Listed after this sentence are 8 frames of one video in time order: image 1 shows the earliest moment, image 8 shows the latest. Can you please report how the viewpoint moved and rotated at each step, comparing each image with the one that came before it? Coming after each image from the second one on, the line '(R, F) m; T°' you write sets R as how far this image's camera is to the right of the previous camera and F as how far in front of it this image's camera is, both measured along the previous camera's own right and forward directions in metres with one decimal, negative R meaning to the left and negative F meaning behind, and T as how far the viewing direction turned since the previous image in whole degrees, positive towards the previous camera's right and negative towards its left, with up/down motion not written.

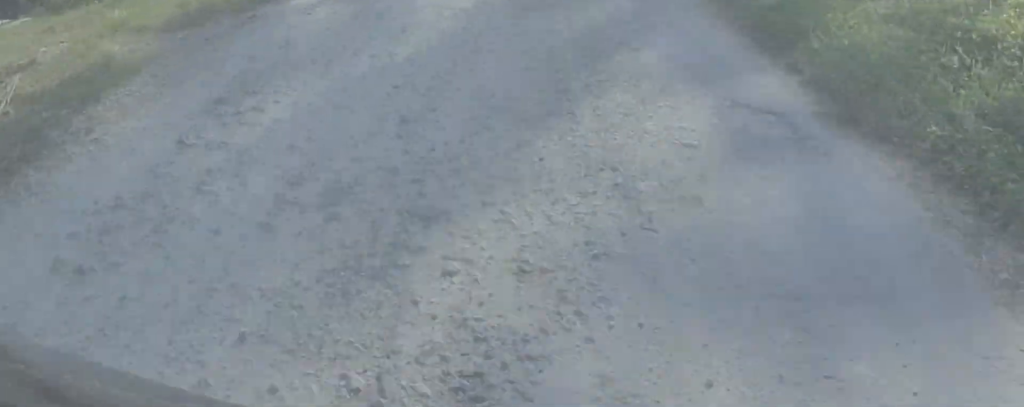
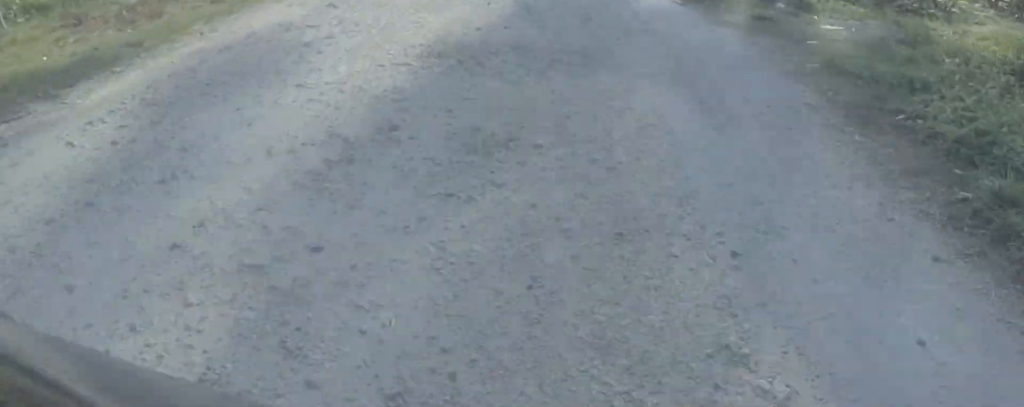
(0.0, +3.4) m; 0°
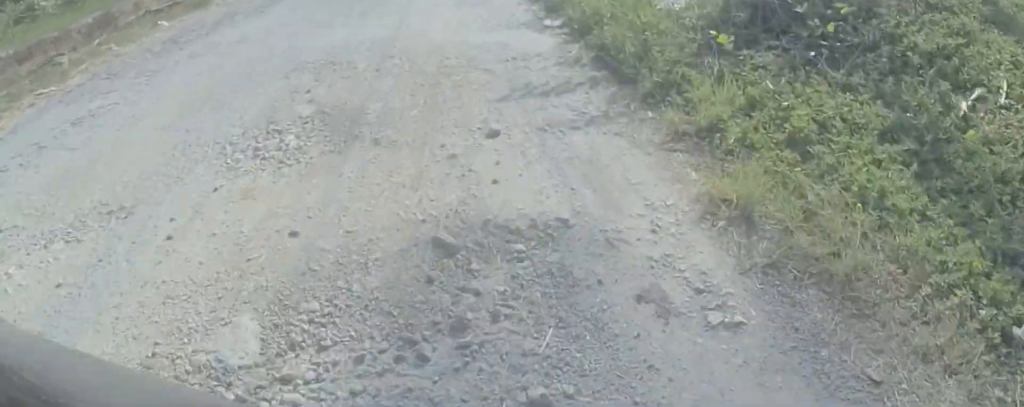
(0.0, +6.9) m; 0°
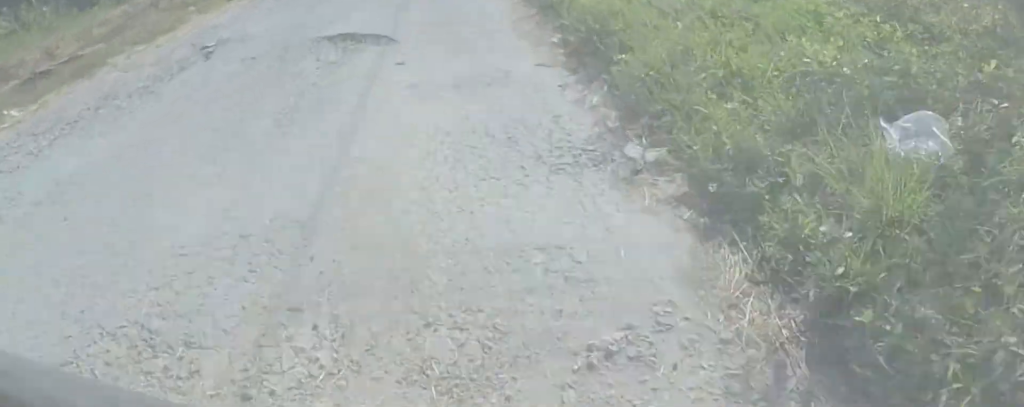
(0.0, +3.1) m; 0°
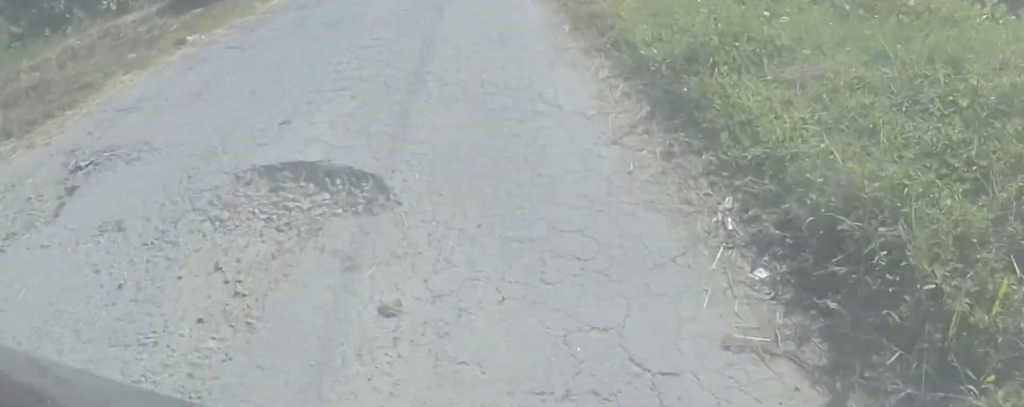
(0.0, +3.0) m; 0°
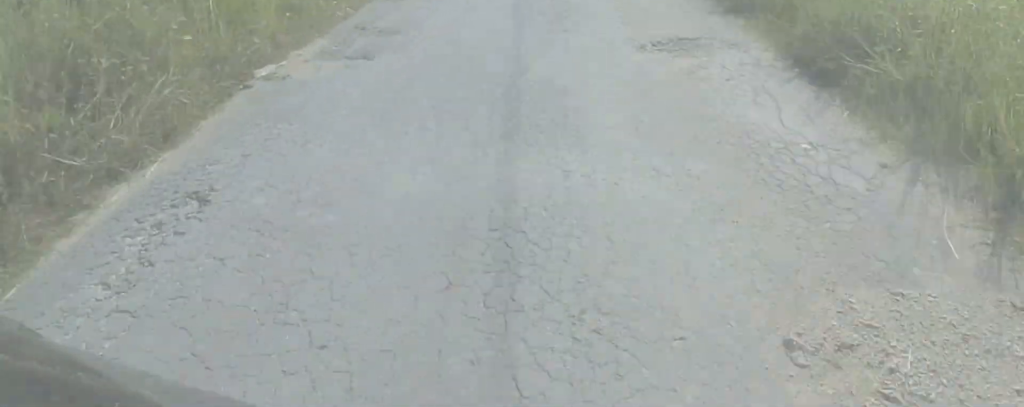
(0.0, +18.7) m; 0°
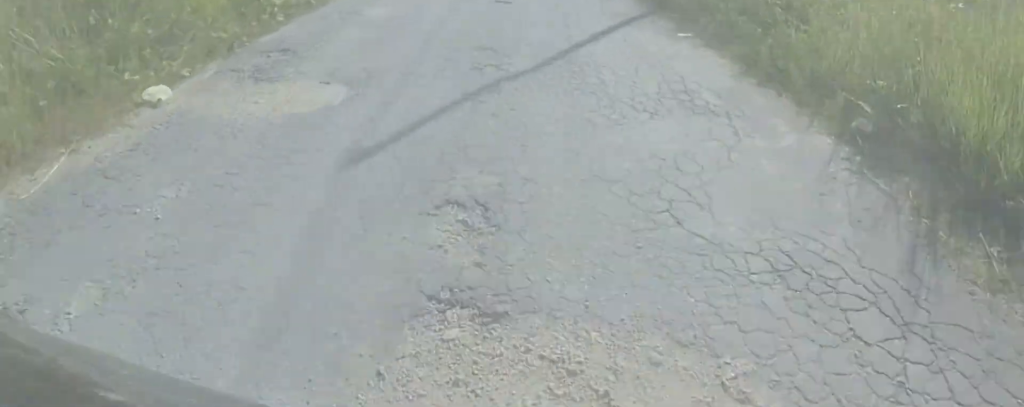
(0.0, +7.3) m; 0°
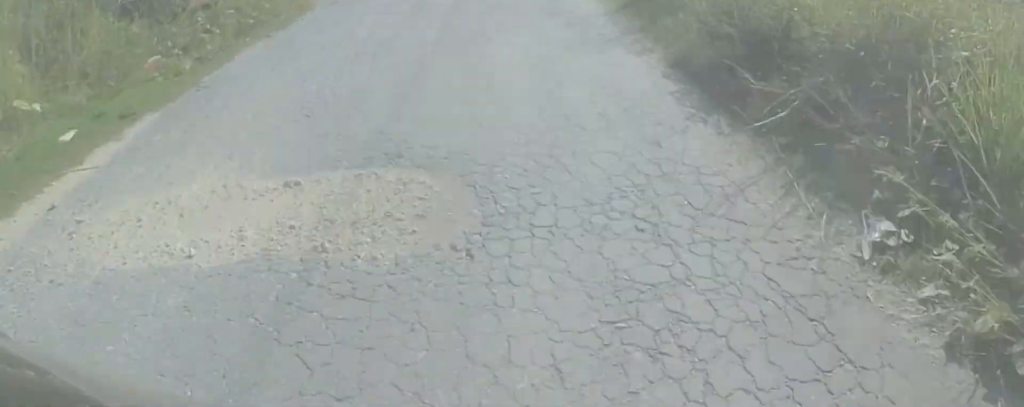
(0.0, +6.2) m; 0°
